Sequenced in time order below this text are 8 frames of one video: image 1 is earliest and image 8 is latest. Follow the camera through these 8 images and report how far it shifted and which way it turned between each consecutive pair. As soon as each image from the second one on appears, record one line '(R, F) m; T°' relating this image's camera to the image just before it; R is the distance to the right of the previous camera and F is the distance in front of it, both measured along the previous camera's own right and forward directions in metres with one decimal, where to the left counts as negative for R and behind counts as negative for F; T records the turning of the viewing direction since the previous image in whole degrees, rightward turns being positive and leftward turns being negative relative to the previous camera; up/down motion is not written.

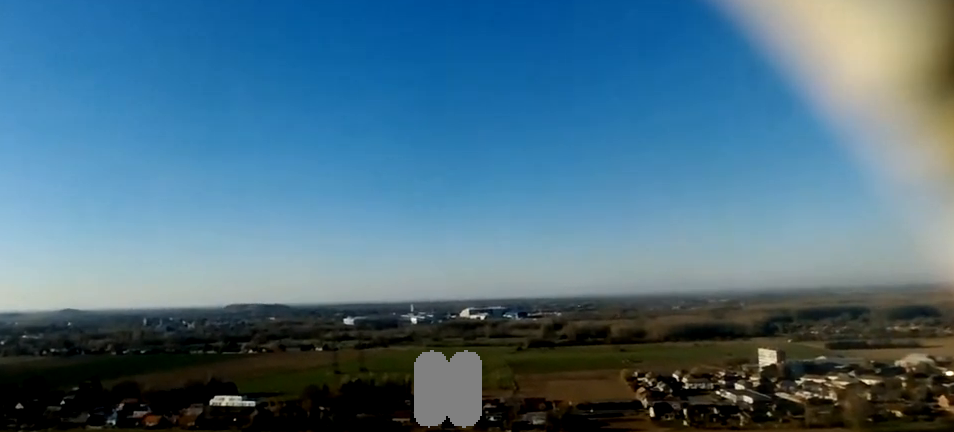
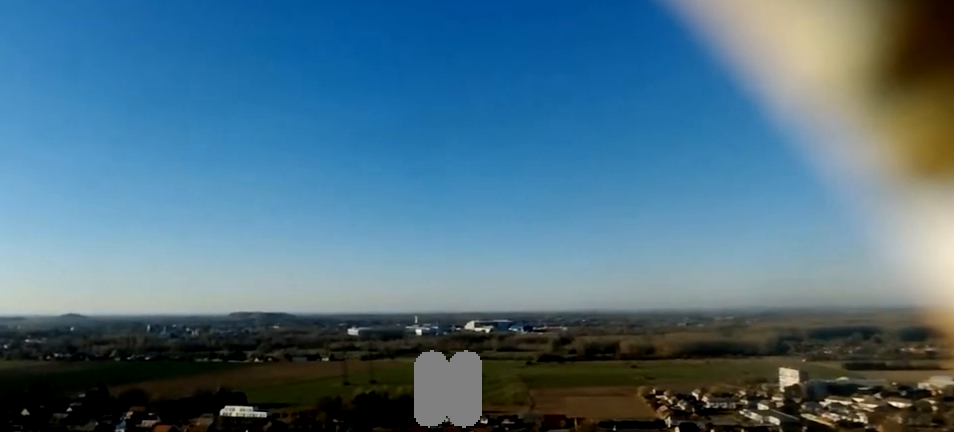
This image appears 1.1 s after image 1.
(-0.8, +17.2) m; -1°
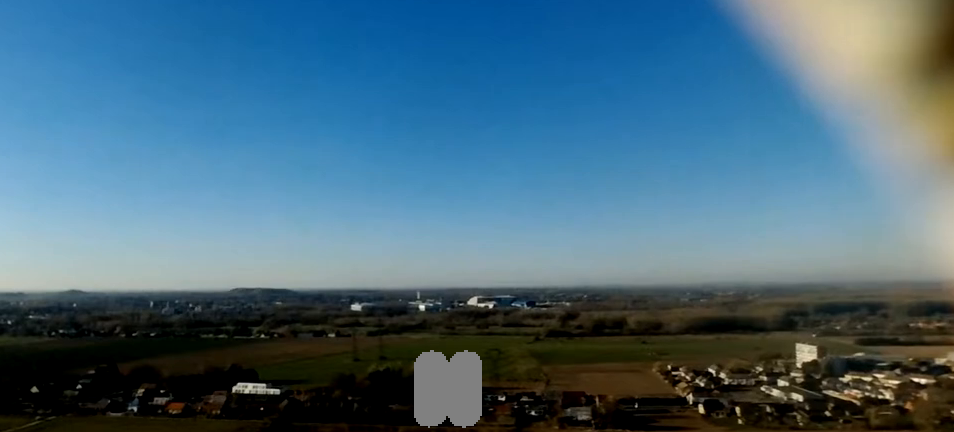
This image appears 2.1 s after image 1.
(+0.8, +18.7) m; +1°
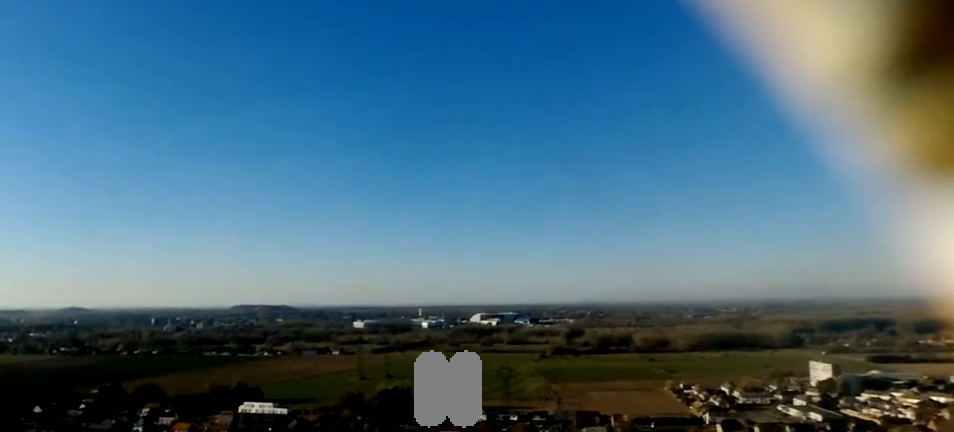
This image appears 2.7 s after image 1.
(-0.2, +9.2) m; -2°
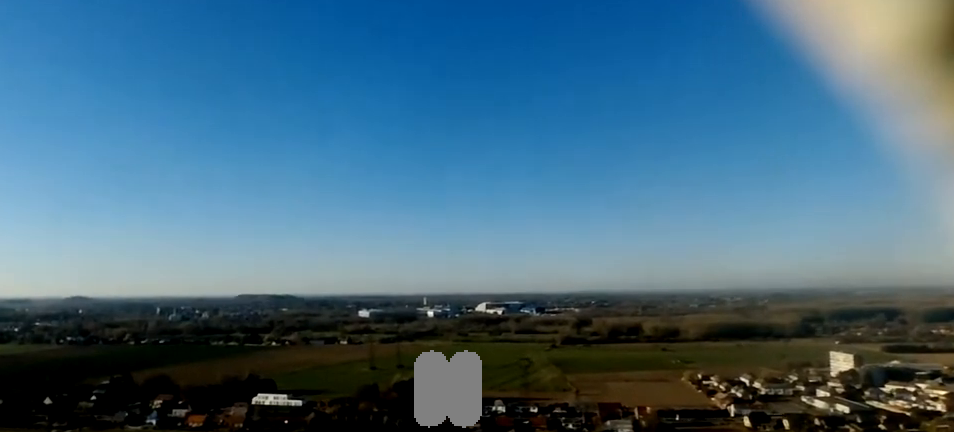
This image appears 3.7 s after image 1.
(-0.6, +14.7) m; -1°
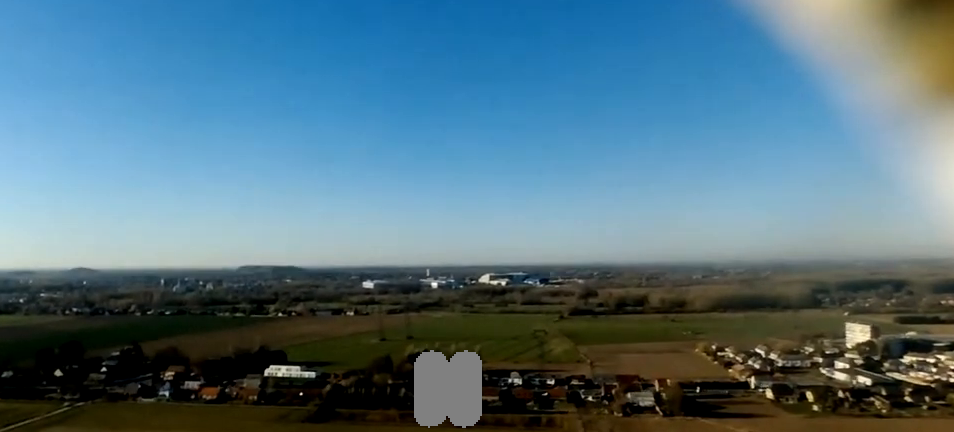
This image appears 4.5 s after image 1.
(+0.2, +14.6) m; +2°
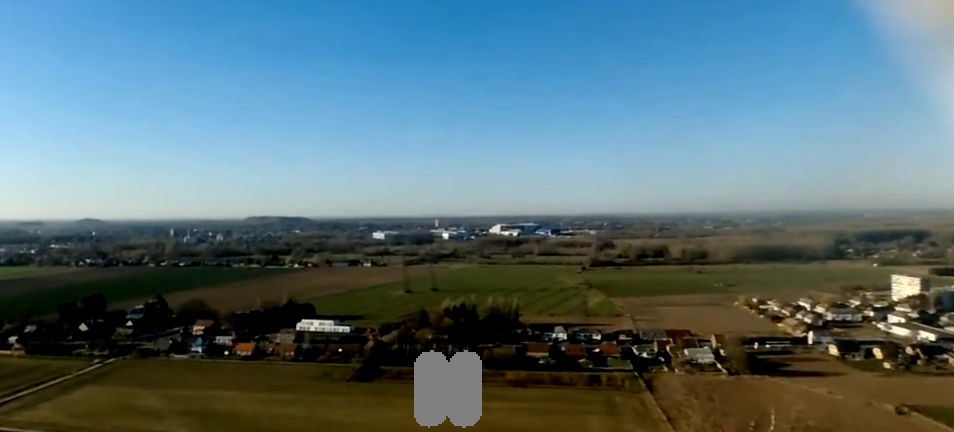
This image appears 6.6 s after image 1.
(-1.0, +35.3) m; -5°
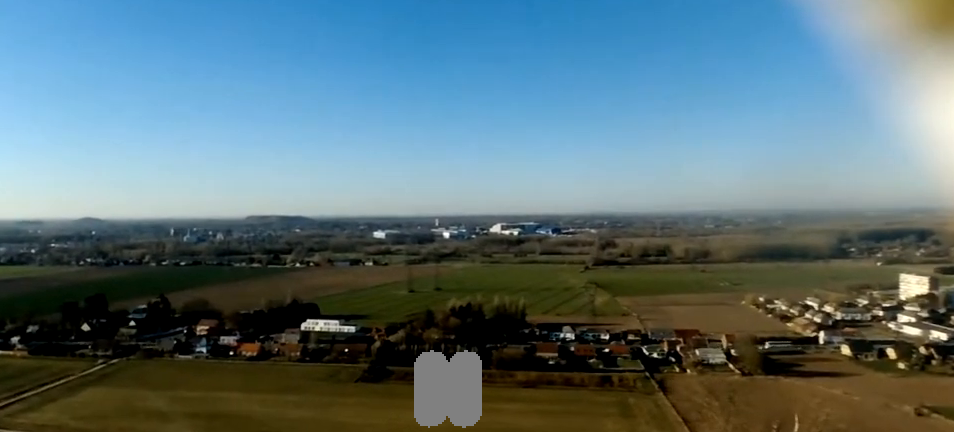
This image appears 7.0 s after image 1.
(0.0, +7.6) m; 0°
